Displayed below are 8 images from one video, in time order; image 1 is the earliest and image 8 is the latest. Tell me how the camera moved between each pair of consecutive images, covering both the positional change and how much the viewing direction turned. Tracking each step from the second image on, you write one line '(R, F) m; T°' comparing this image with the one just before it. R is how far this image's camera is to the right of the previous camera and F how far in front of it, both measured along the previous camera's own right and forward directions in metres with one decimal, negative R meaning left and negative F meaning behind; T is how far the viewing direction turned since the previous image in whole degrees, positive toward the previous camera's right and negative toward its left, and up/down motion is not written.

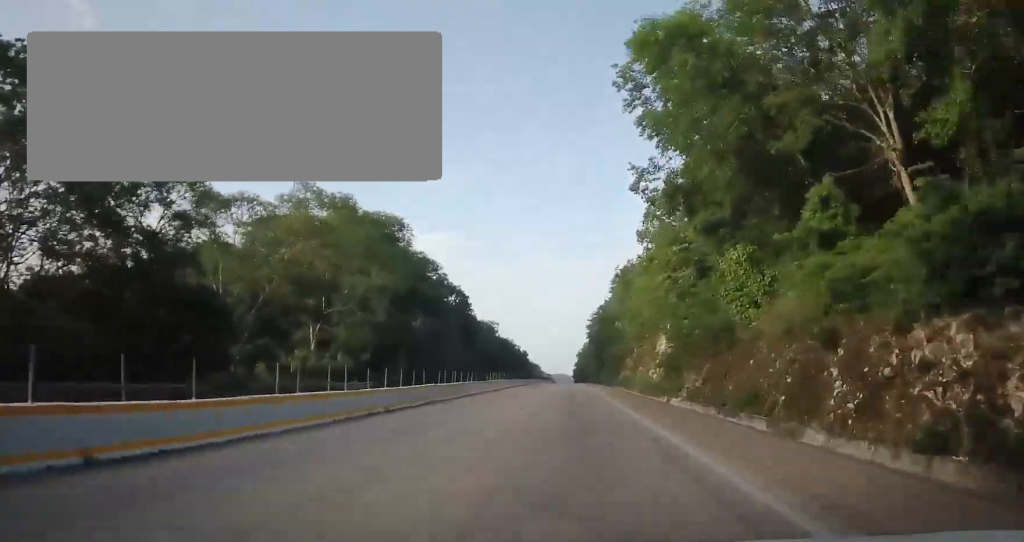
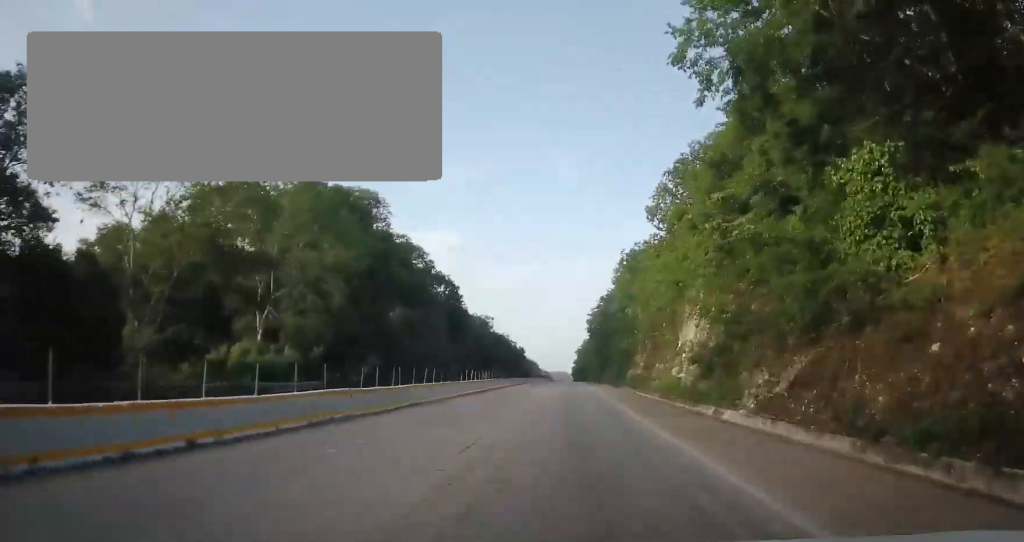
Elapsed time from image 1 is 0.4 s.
(0.0, +11.4) m; +1°
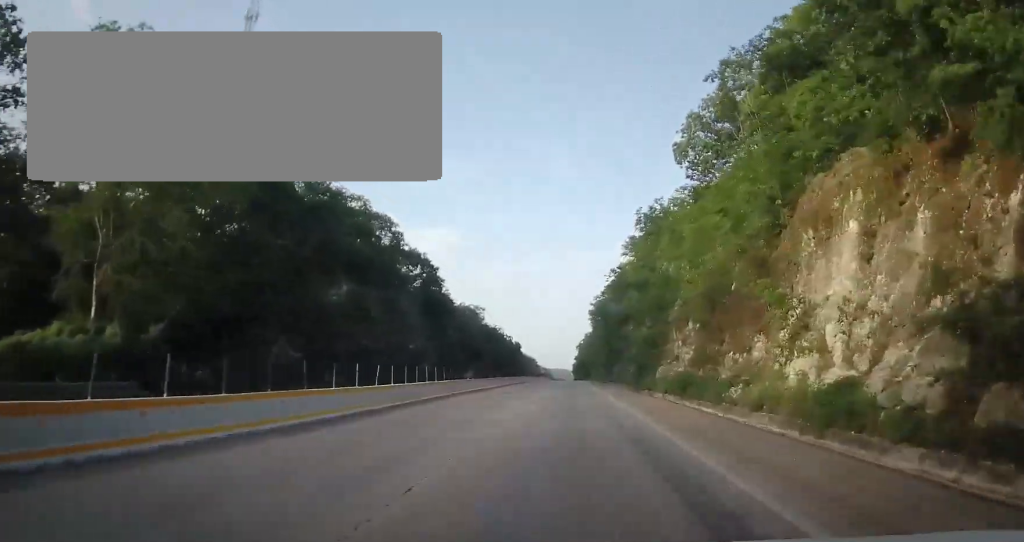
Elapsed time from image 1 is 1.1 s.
(+0.2, +20.8) m; 0°
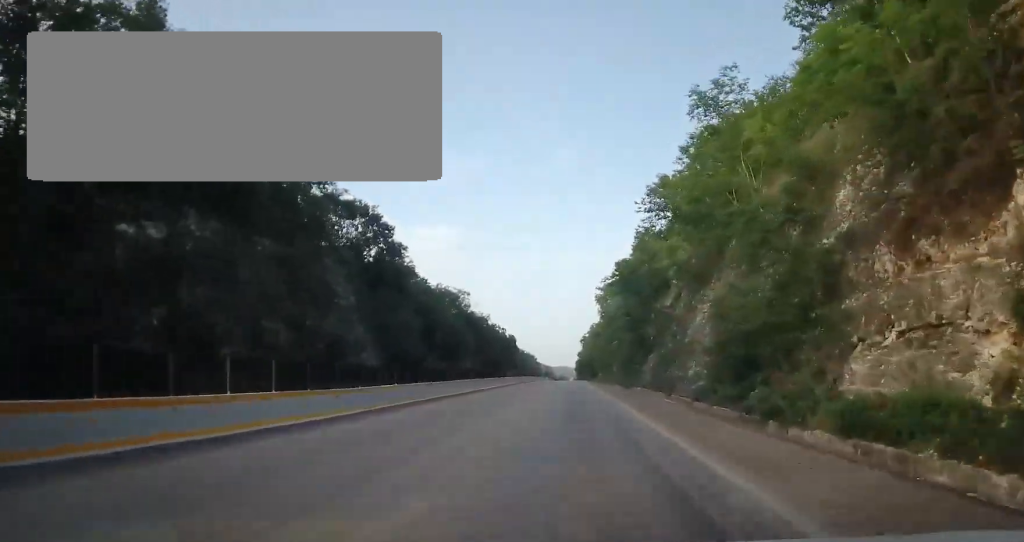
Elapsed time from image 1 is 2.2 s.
(-0.2, +29.0) m; 0°
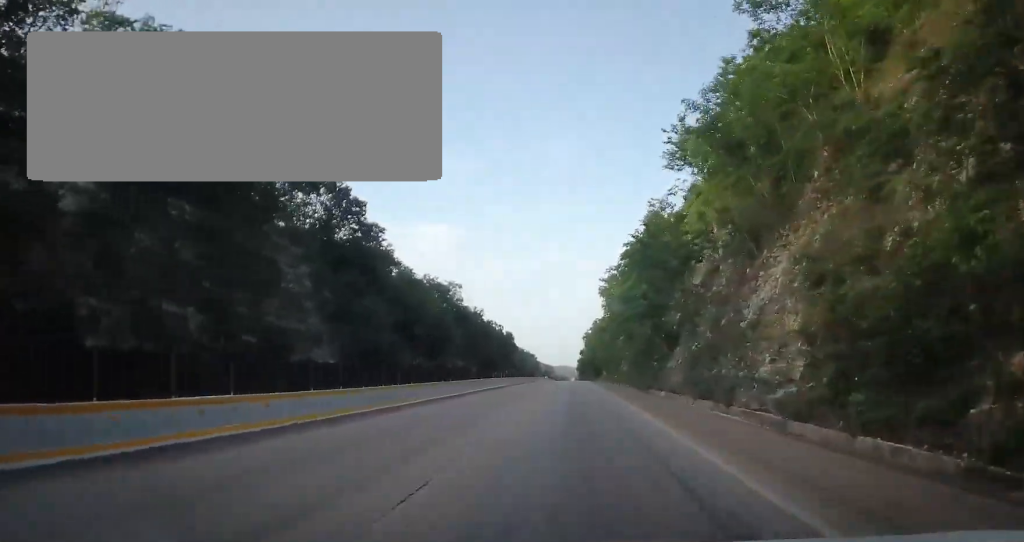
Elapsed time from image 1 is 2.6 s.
(-0.4, +11.7) m; 0°
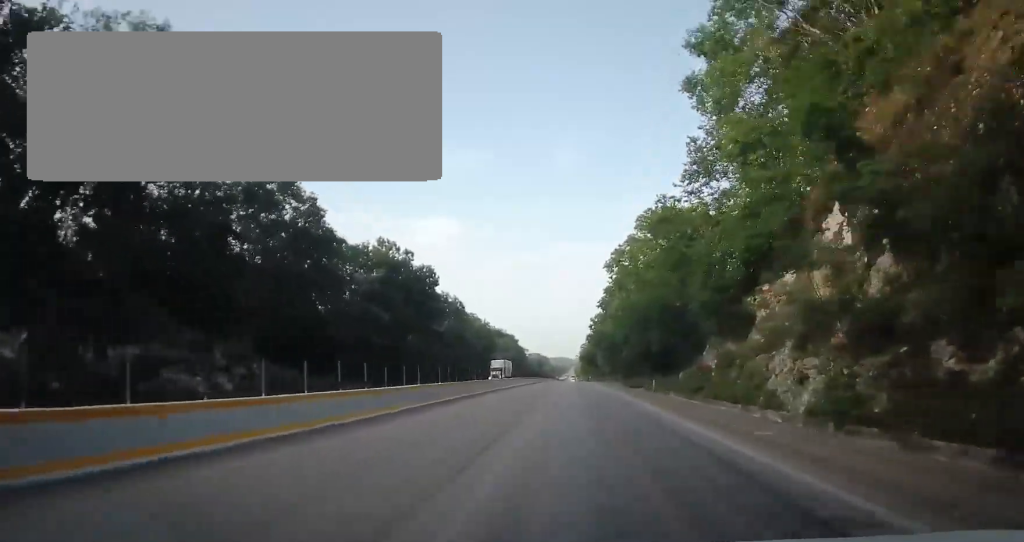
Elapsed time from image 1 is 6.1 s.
(+1.0, +99.9) m; 0°
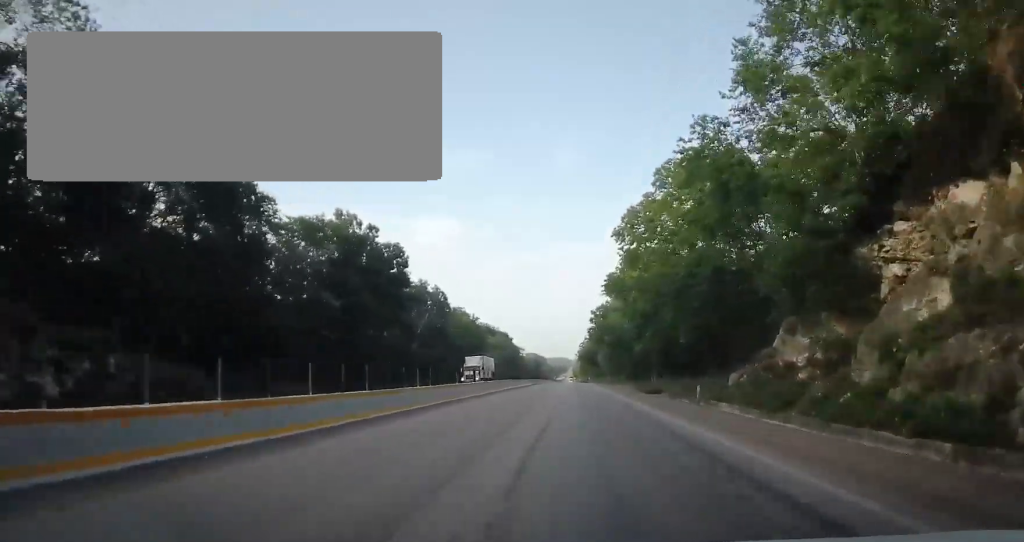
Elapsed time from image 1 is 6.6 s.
(0.0, +13.3) m; 0°
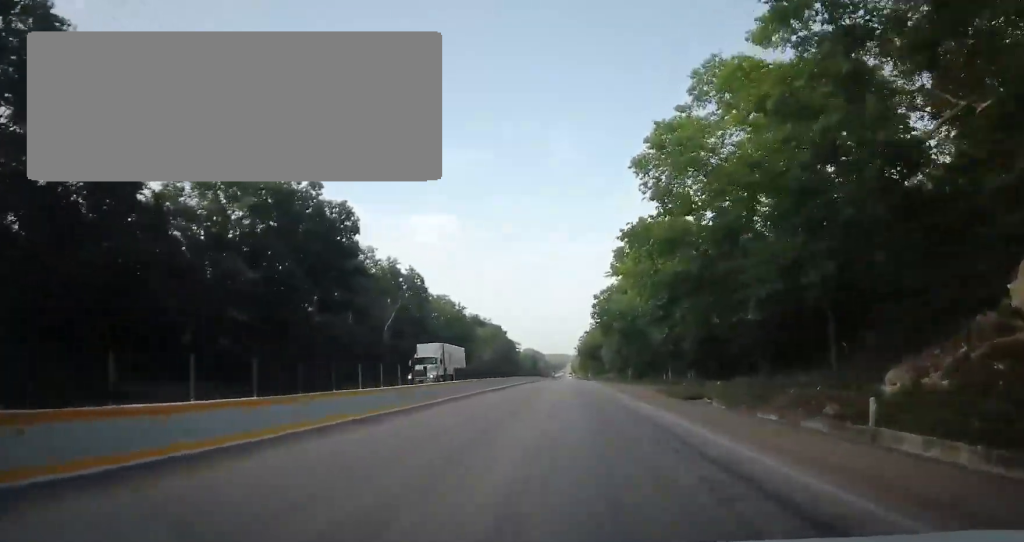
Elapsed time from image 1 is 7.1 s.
(0.0, +14.3) m; 0°
